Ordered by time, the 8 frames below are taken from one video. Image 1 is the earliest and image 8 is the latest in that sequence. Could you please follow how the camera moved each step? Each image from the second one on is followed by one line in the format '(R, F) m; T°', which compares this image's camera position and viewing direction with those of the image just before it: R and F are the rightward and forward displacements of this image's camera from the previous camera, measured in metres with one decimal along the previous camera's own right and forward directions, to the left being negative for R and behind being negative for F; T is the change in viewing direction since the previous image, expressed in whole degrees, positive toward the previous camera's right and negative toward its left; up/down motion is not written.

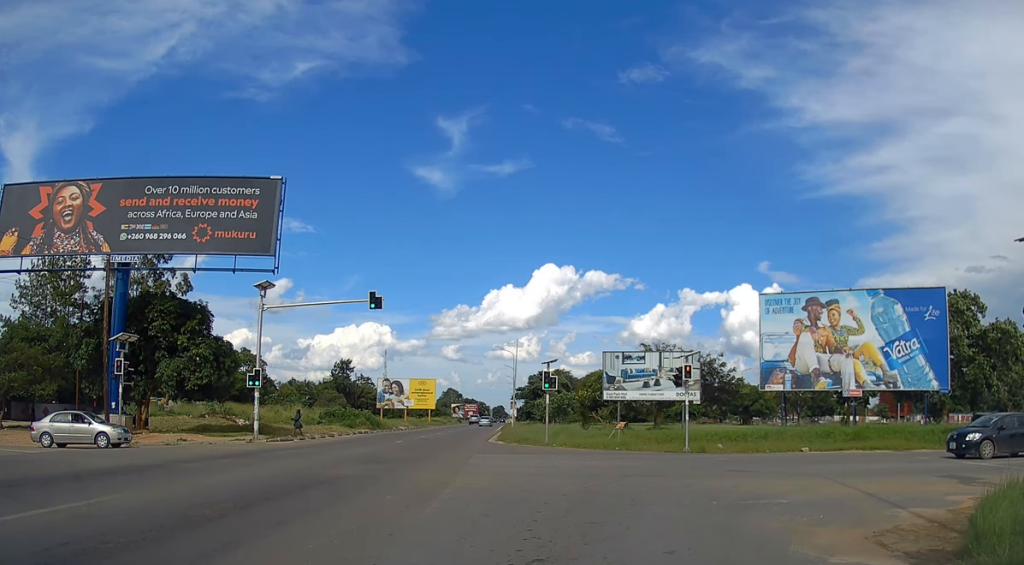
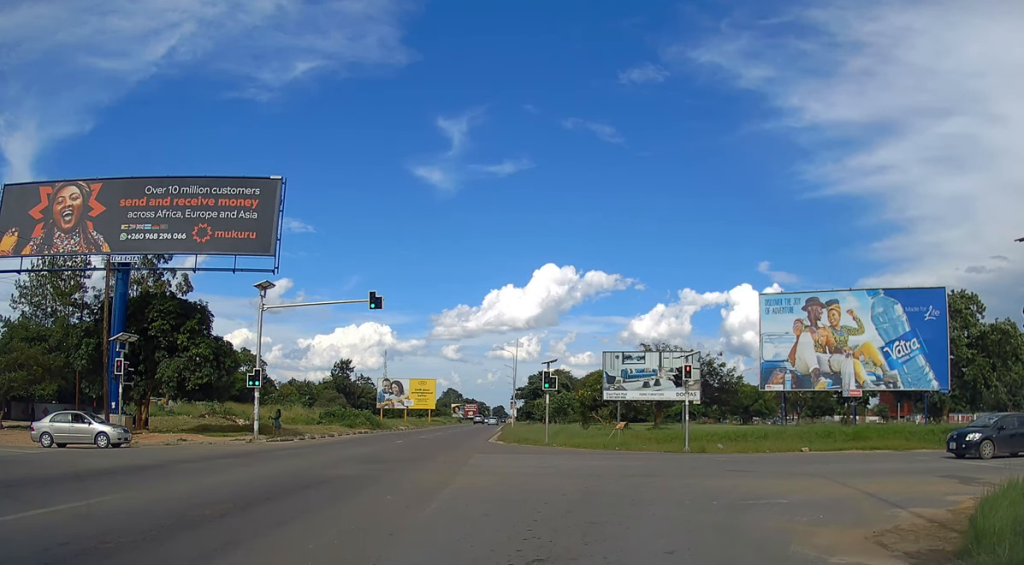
(0.0, 0.0) m; 0°
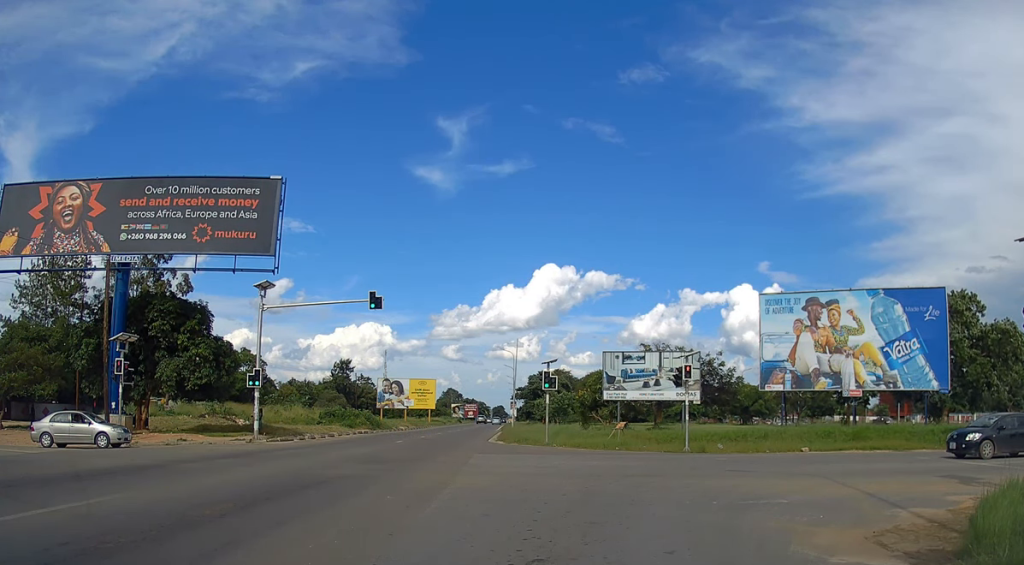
(0.0, 0.0) m; 0°
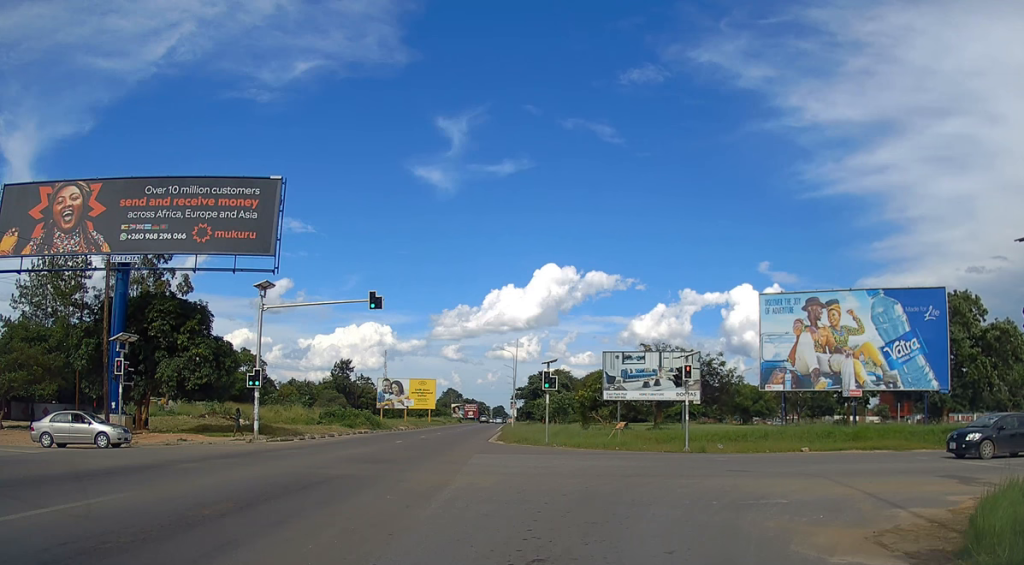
(0.0, 0.0) m; 0°
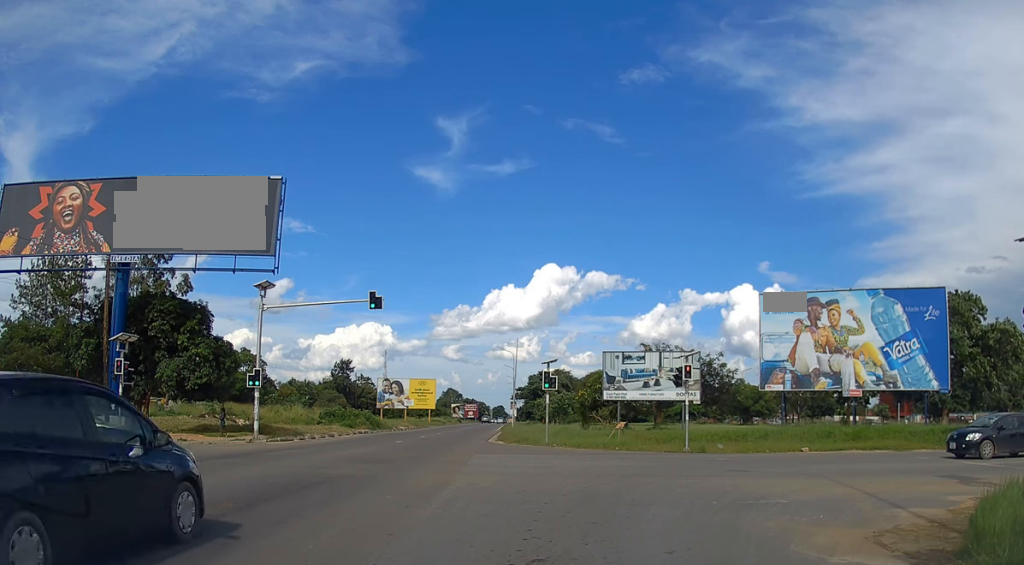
(0.0, 0.0) m; 0°
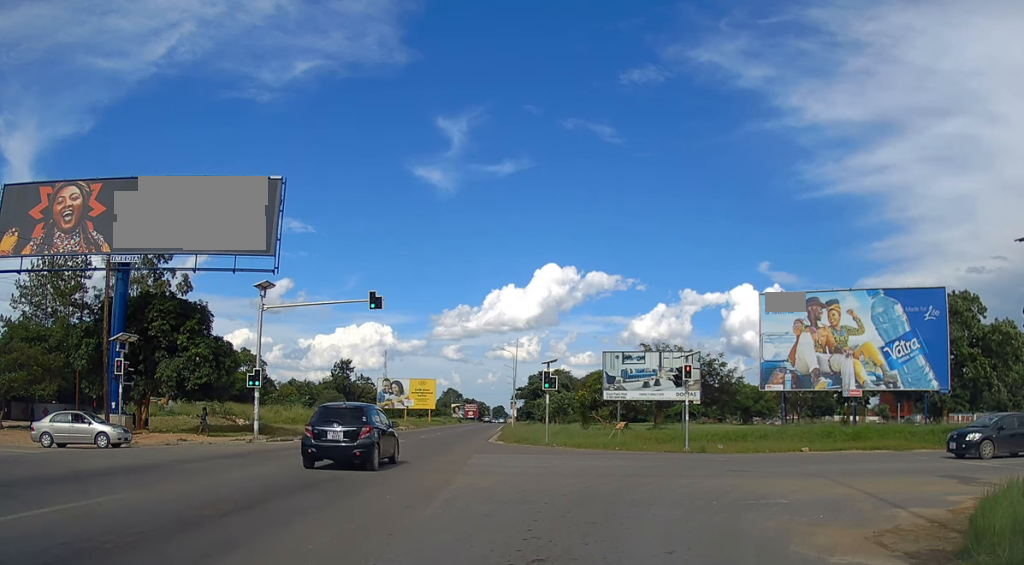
(0.0, 0.0) m; 0°
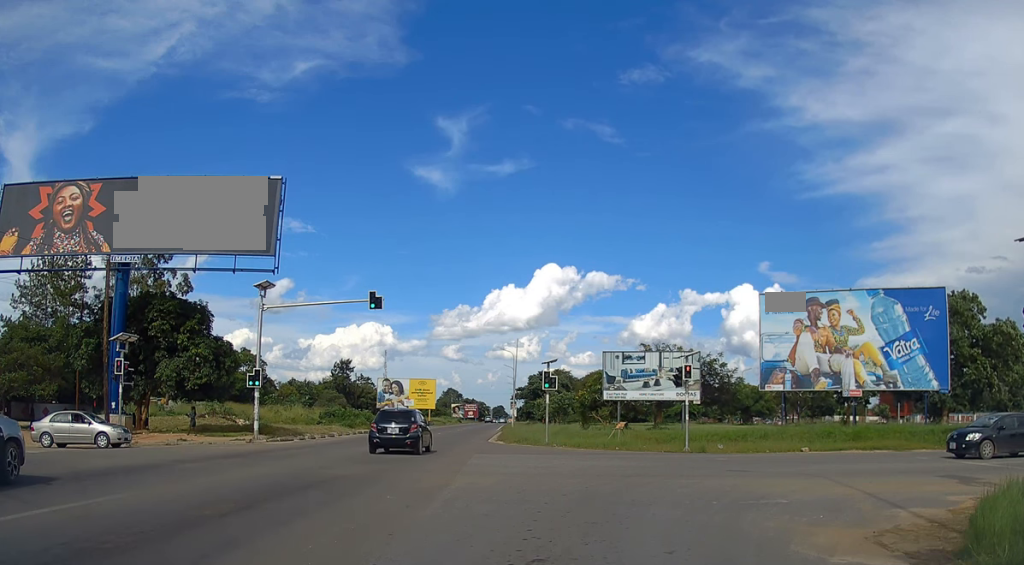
(0.0, 0.0) m; 0°
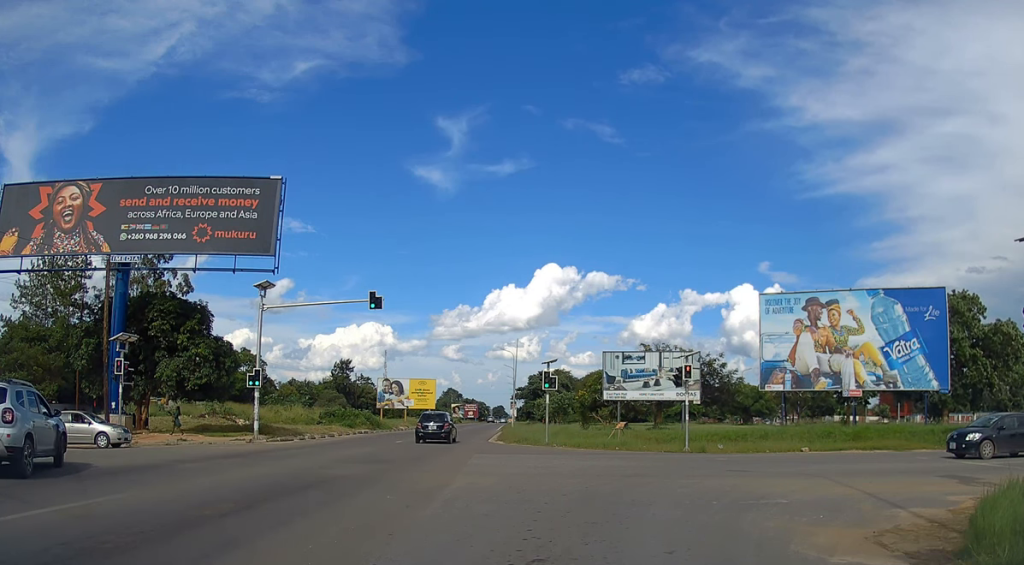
(0.0, 0.0) m; 0°
